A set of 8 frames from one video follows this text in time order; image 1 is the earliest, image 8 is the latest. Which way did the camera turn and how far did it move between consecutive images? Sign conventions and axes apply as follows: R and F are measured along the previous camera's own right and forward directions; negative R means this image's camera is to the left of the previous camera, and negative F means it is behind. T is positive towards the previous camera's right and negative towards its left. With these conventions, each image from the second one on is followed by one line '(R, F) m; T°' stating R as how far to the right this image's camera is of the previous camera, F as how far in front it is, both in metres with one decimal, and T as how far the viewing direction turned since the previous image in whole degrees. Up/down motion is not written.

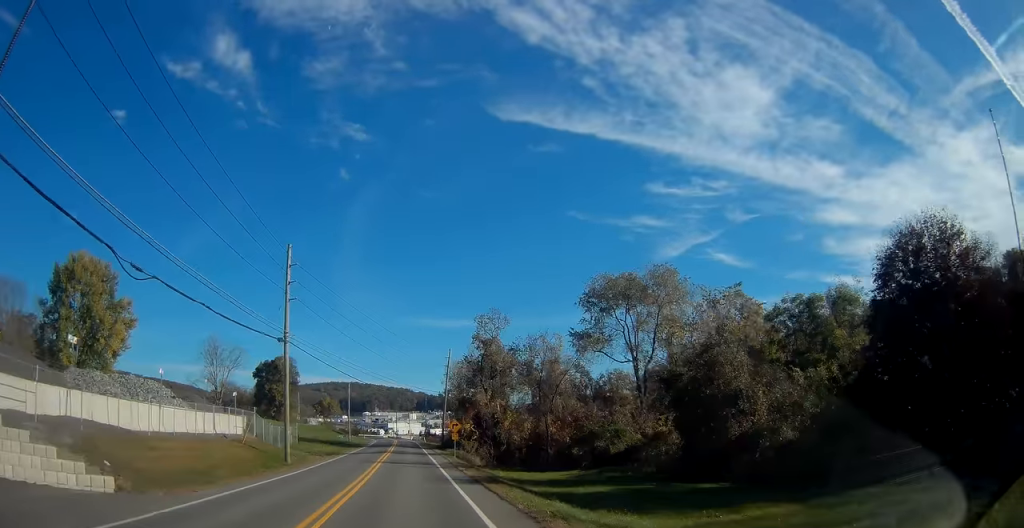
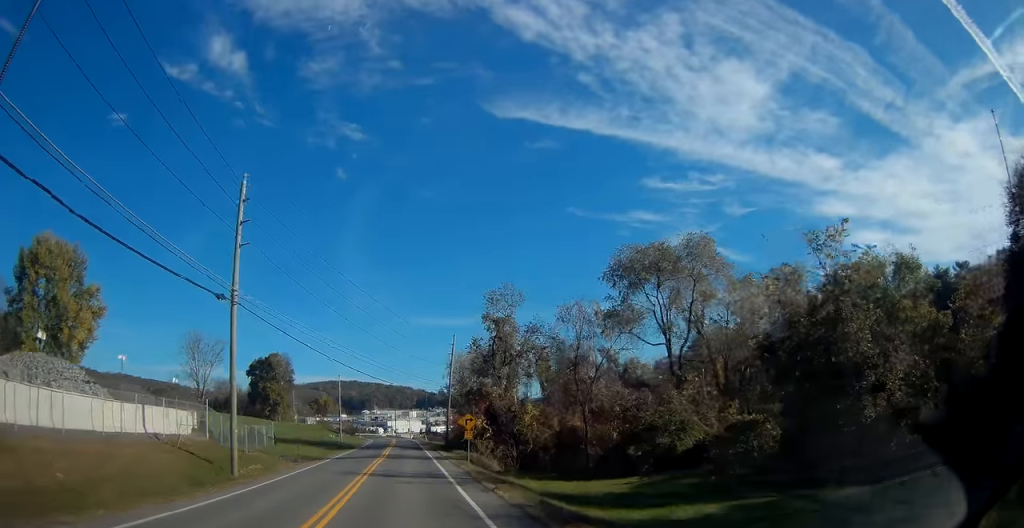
(-0.1, +10.4) m; -1°
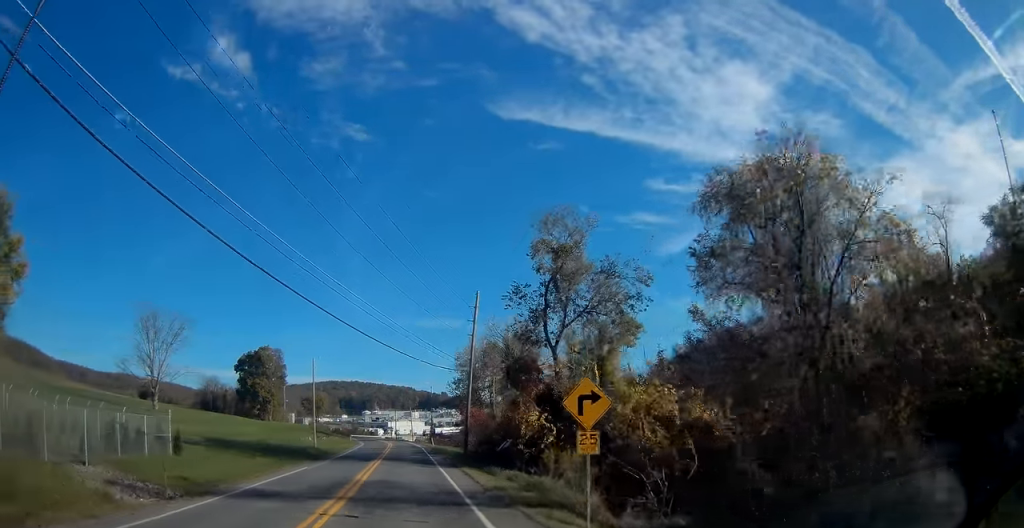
(0.0, +21.9) m; 0°
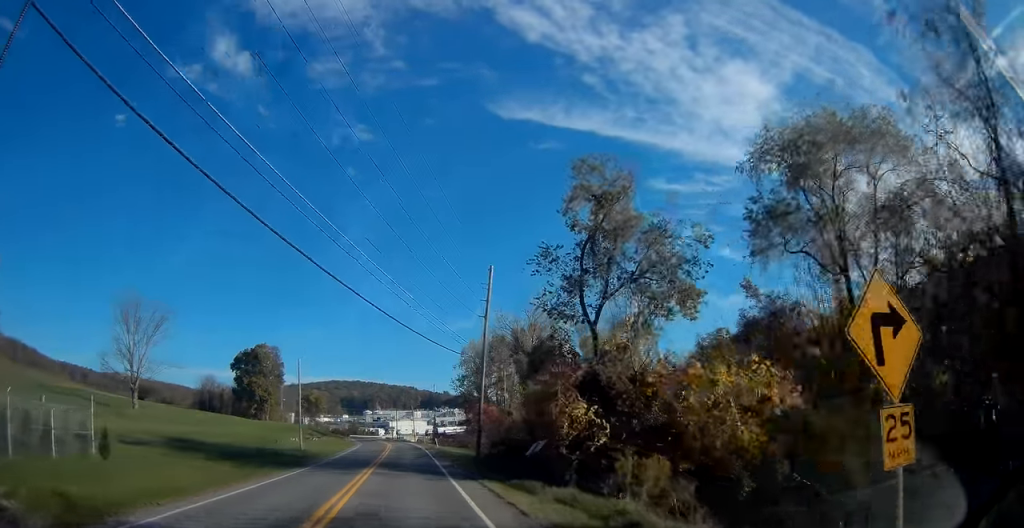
(+0.1, +7.7) m; 0°
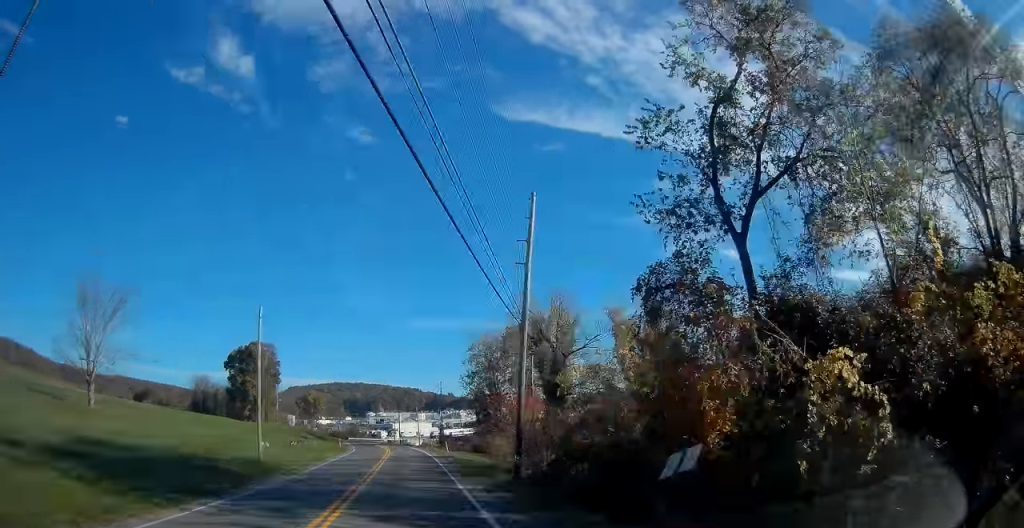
(-0.1, +13.8) m; -1°
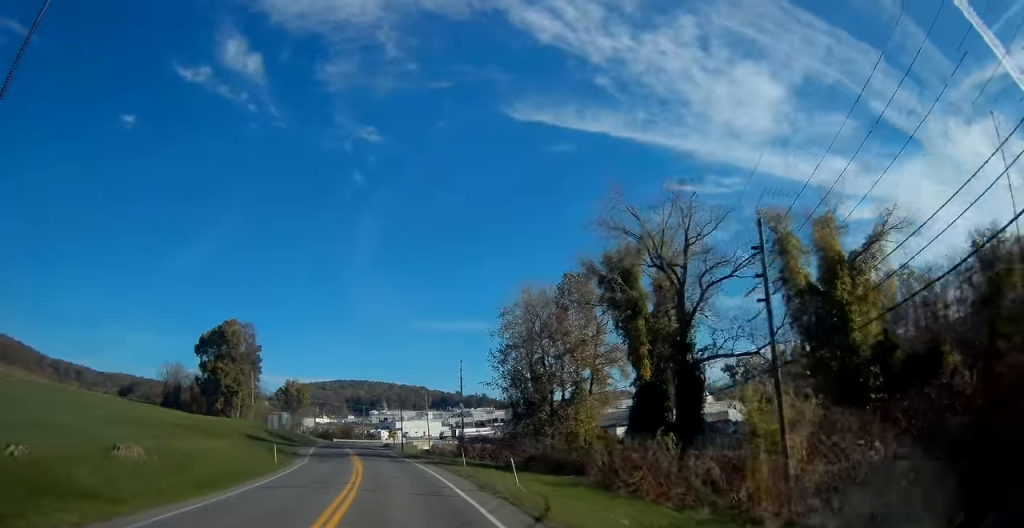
(+0.1, +38.4) m; 0°
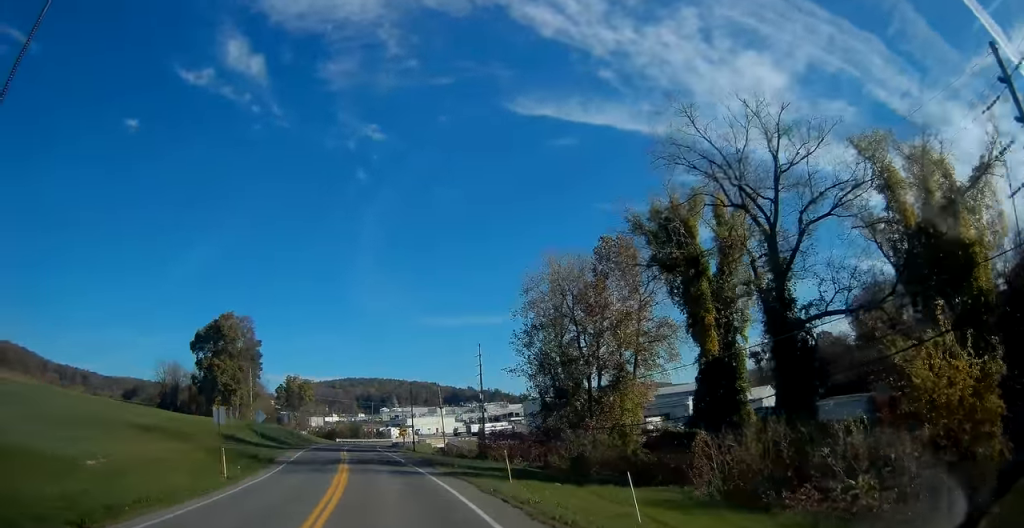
(-0.2, +12.4) m; -1°
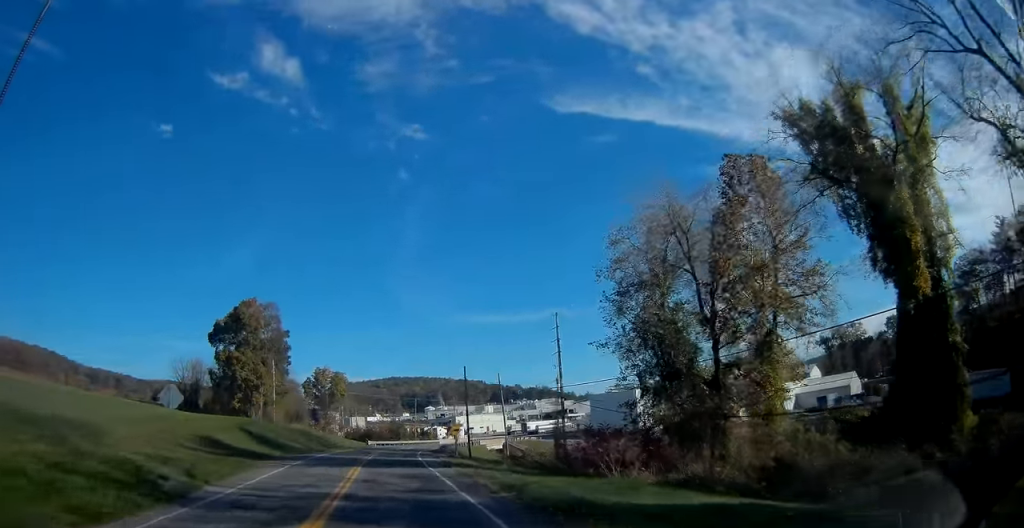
(-0.4, +20.2) m; -3°
